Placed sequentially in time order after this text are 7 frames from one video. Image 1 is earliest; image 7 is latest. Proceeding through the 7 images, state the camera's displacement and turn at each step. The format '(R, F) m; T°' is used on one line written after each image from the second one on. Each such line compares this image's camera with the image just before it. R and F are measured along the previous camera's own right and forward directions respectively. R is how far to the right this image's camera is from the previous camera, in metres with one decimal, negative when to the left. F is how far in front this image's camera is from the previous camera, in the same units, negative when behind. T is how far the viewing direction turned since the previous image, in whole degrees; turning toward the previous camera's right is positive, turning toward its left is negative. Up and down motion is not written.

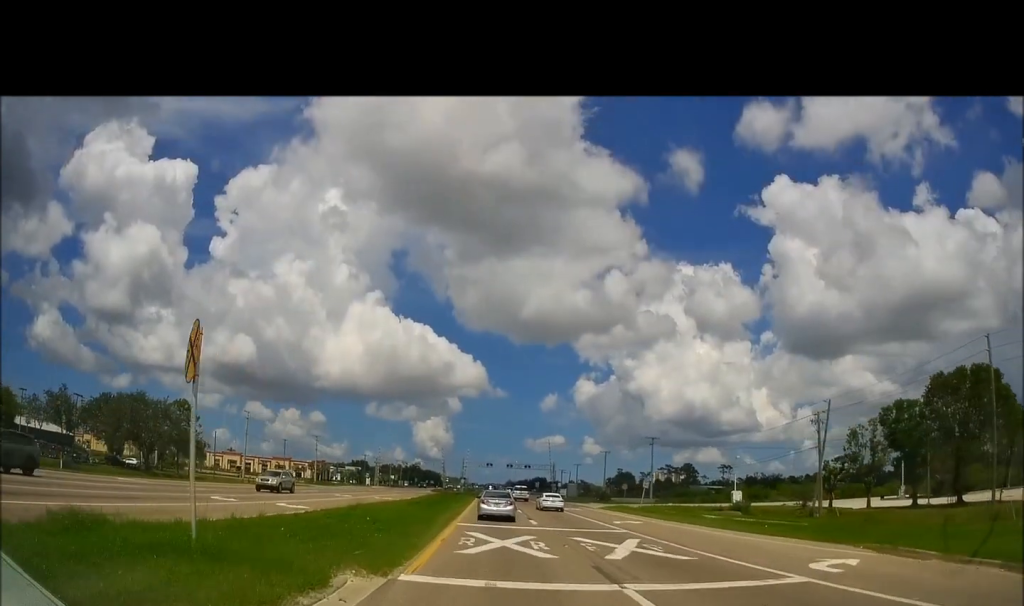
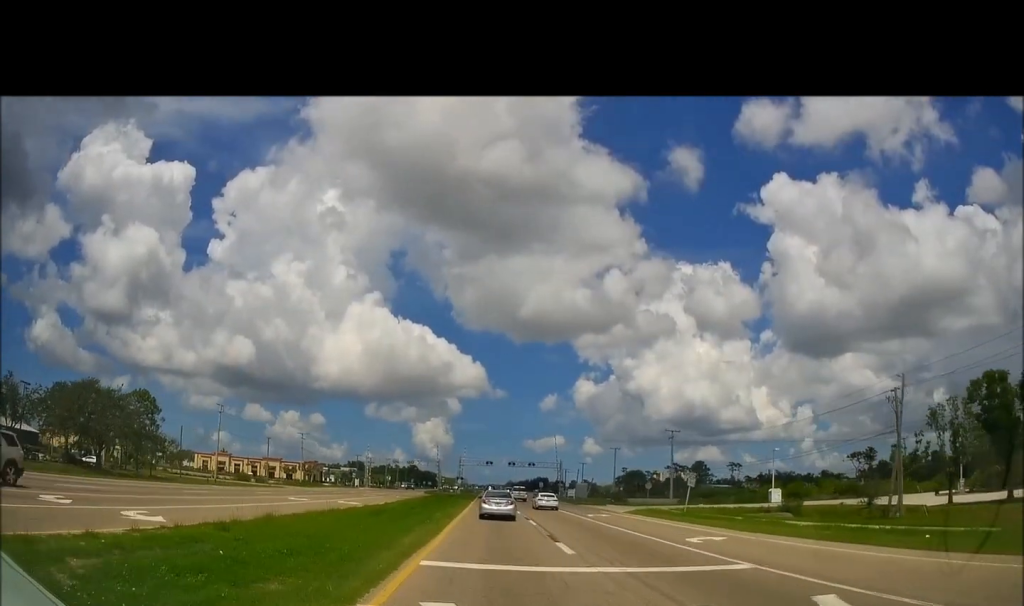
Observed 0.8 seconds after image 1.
(0.0, +12.2) m; 0°
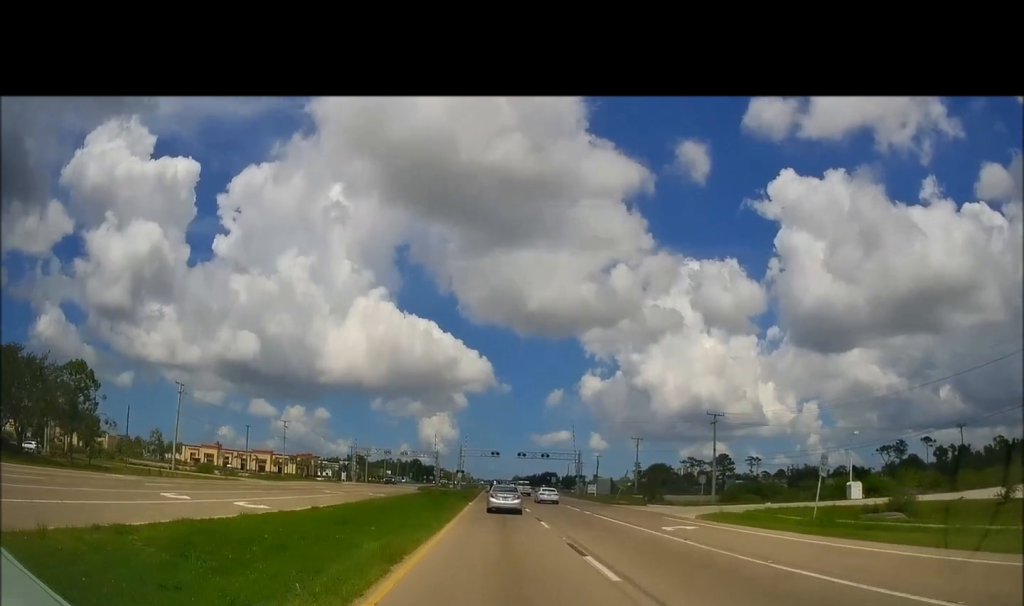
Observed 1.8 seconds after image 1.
(0.0, +16.6) m; 0°
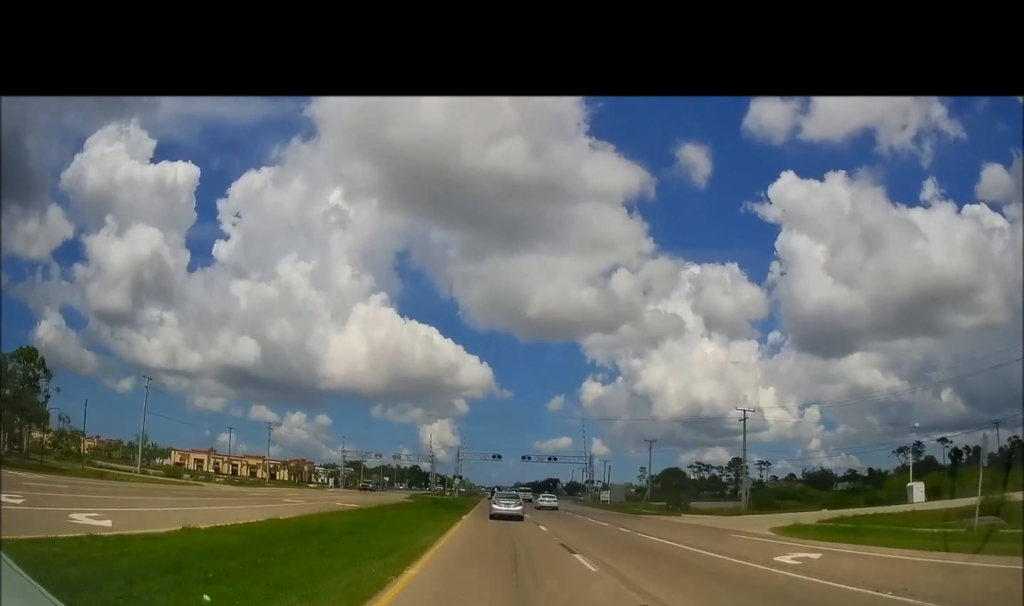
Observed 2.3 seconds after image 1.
(0.0, +9.7) m; 0°
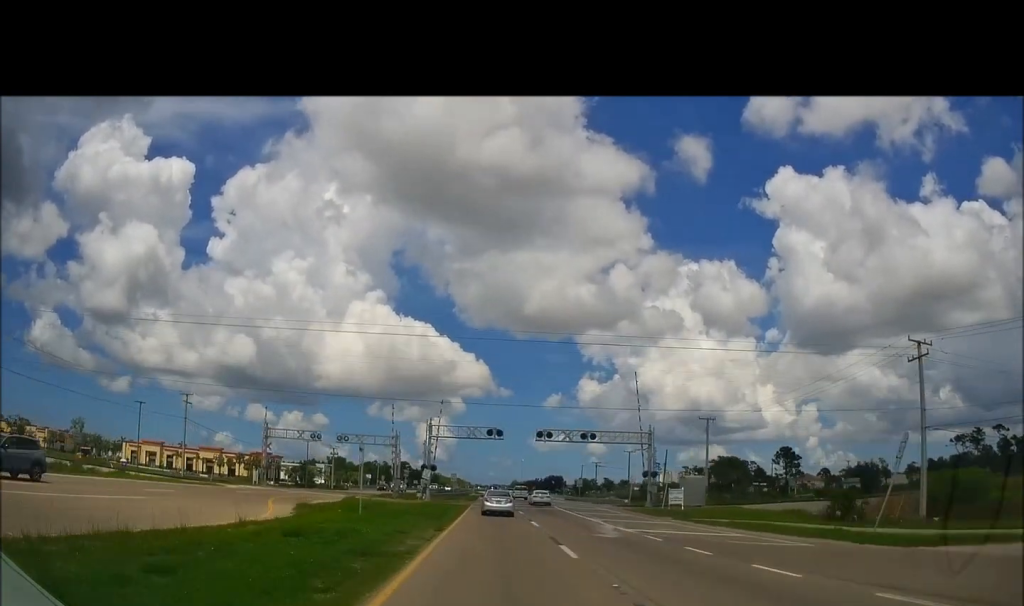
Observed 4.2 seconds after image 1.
(0.0, +33.6) m; 0°
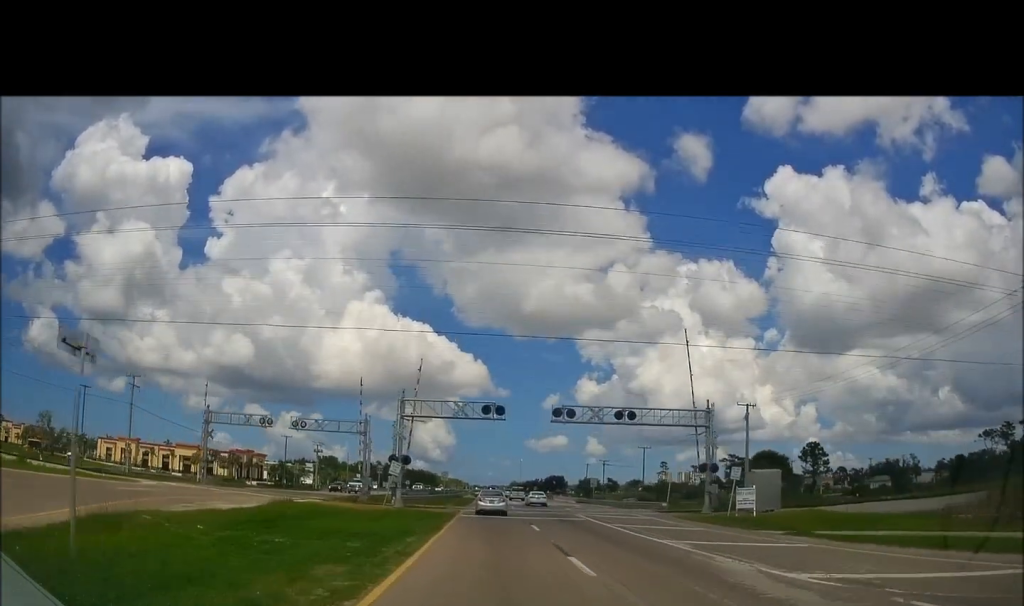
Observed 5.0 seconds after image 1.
(0.0, +14.8) m; -1°
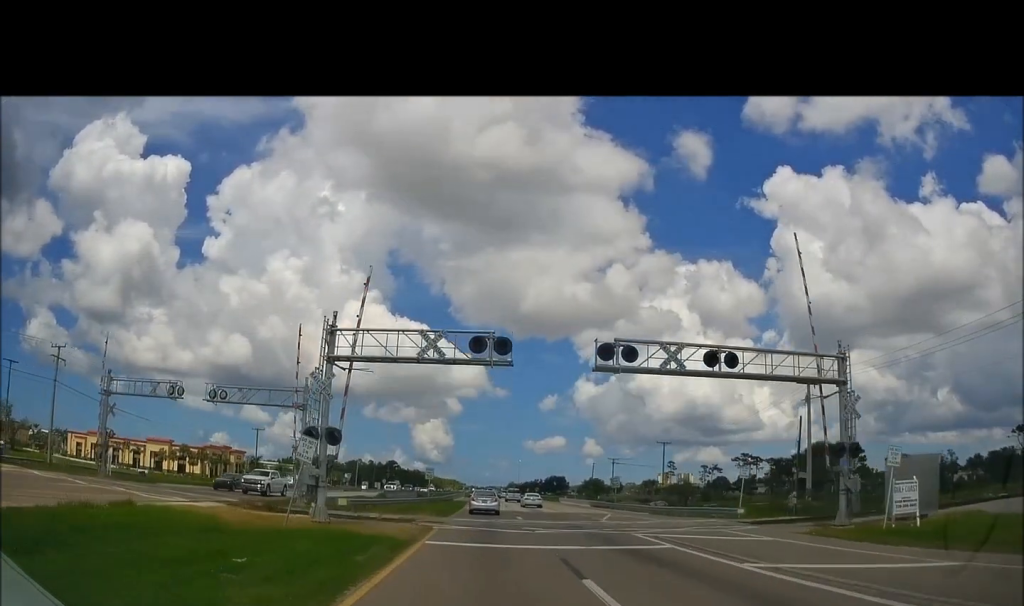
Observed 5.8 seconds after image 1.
(-0.3, +15.8) m; 0°
